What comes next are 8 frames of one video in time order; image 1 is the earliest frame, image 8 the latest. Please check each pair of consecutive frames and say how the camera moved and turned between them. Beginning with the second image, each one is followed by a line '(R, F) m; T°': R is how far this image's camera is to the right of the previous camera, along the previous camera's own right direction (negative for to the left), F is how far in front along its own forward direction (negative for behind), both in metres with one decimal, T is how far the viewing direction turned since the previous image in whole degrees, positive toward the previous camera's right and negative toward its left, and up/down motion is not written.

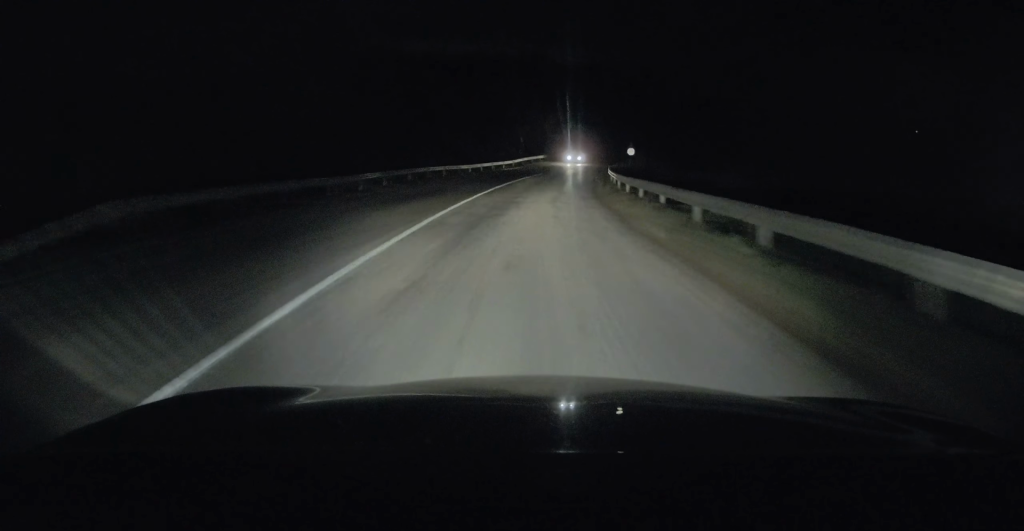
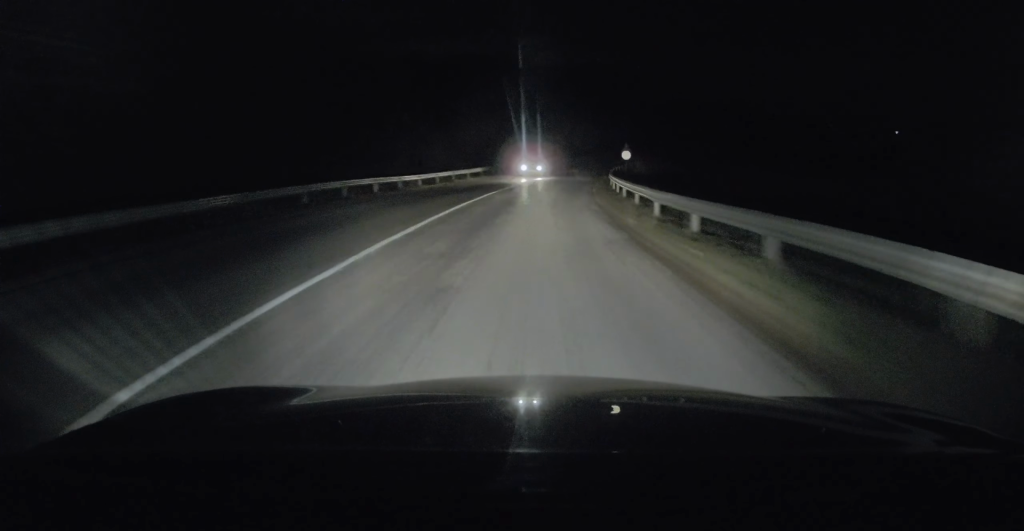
(+0.2, +12.3) m; +2°
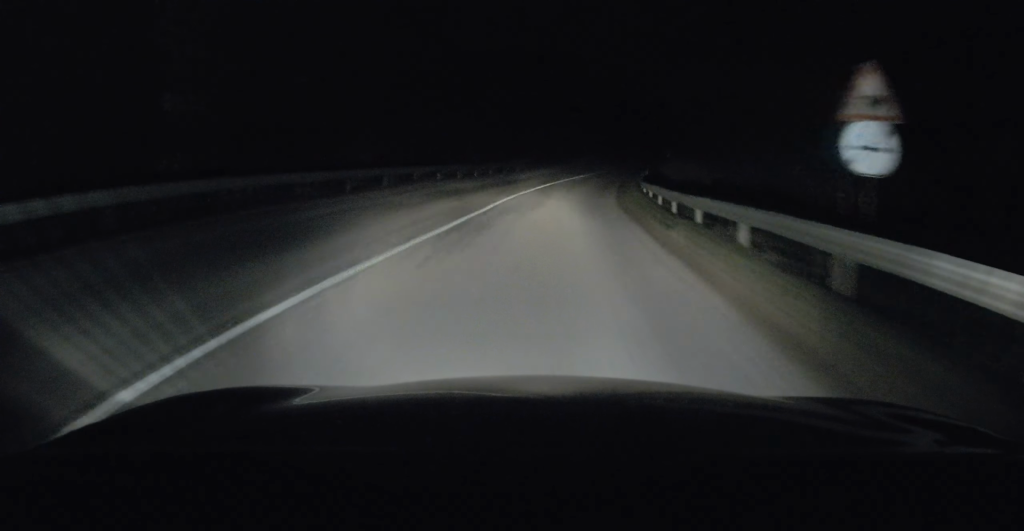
(+2.7, +47.4) m; +9°
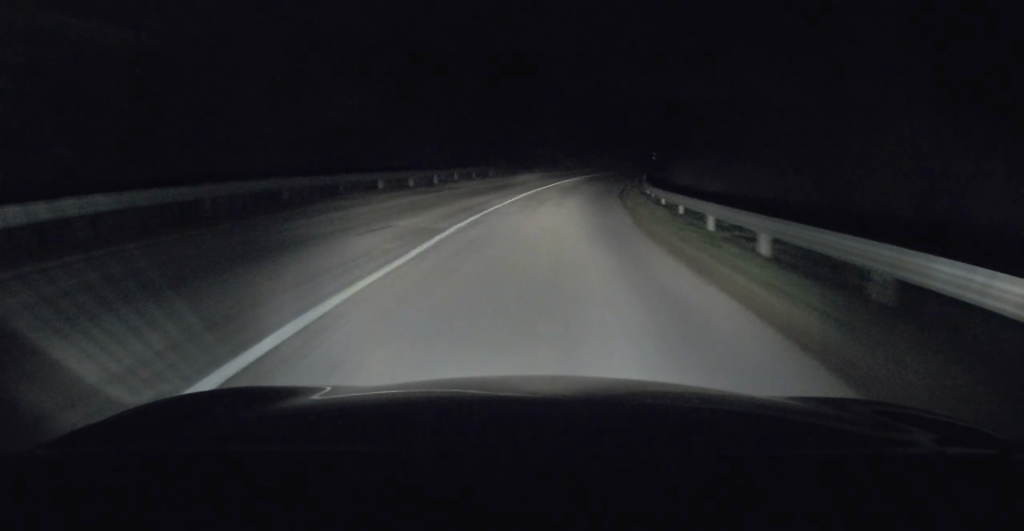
(+0.3, +8.3) m; +2°
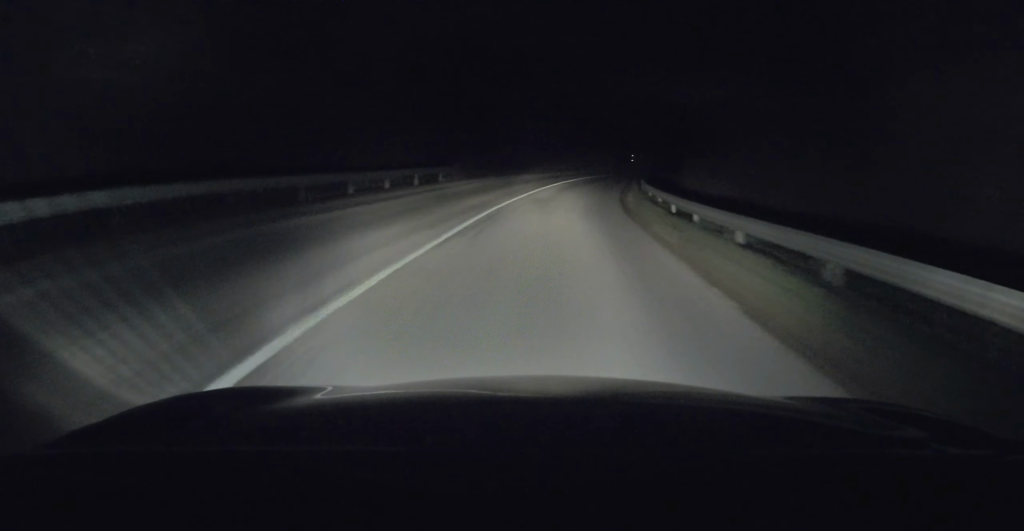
(+0.5, +10.2) m; +3°
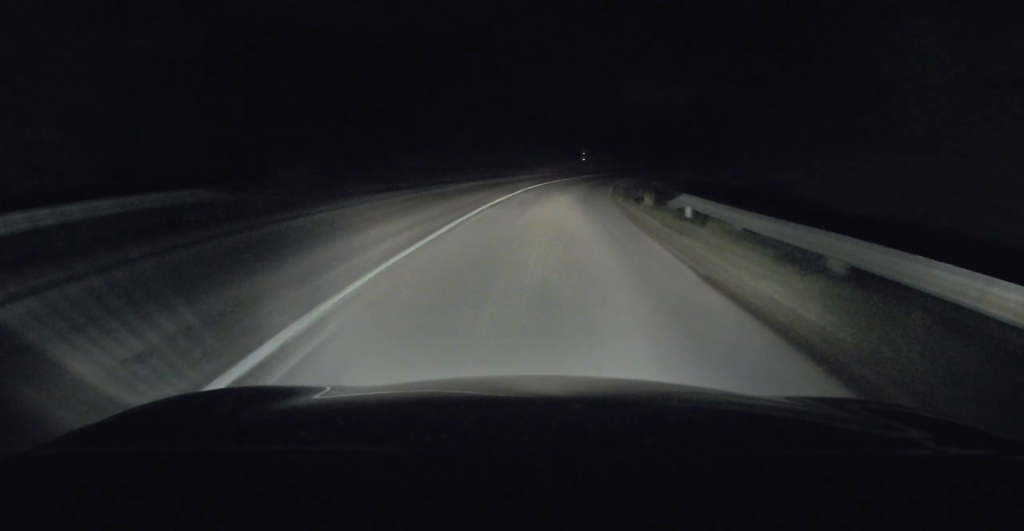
(+0.7, +19.8) m; +5°
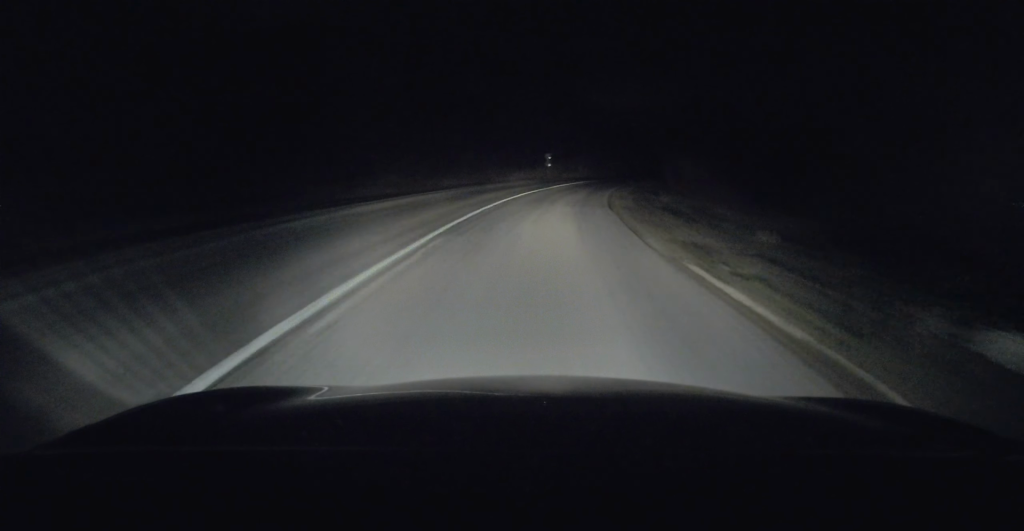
(+0.5, +14.0) m; +4°
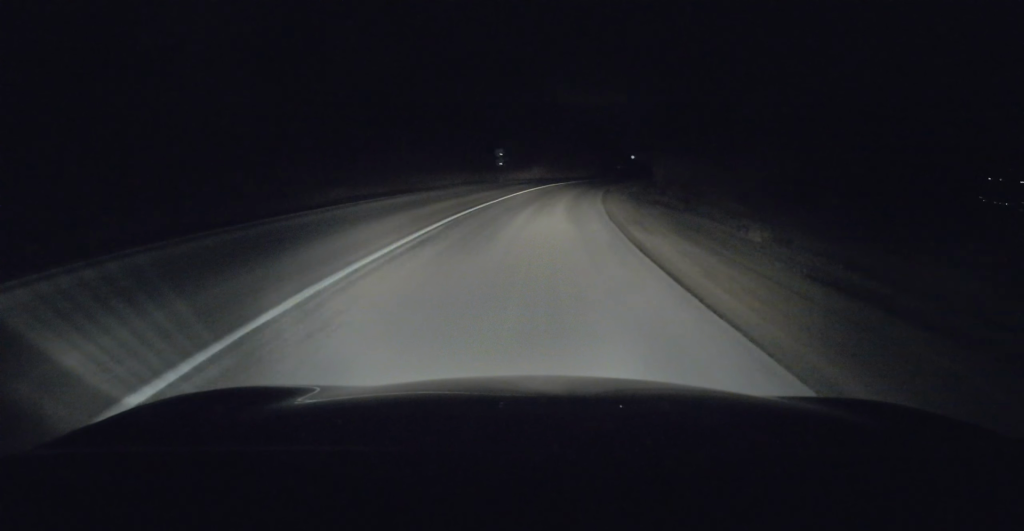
(+0.6, +16.0) m; +4°
